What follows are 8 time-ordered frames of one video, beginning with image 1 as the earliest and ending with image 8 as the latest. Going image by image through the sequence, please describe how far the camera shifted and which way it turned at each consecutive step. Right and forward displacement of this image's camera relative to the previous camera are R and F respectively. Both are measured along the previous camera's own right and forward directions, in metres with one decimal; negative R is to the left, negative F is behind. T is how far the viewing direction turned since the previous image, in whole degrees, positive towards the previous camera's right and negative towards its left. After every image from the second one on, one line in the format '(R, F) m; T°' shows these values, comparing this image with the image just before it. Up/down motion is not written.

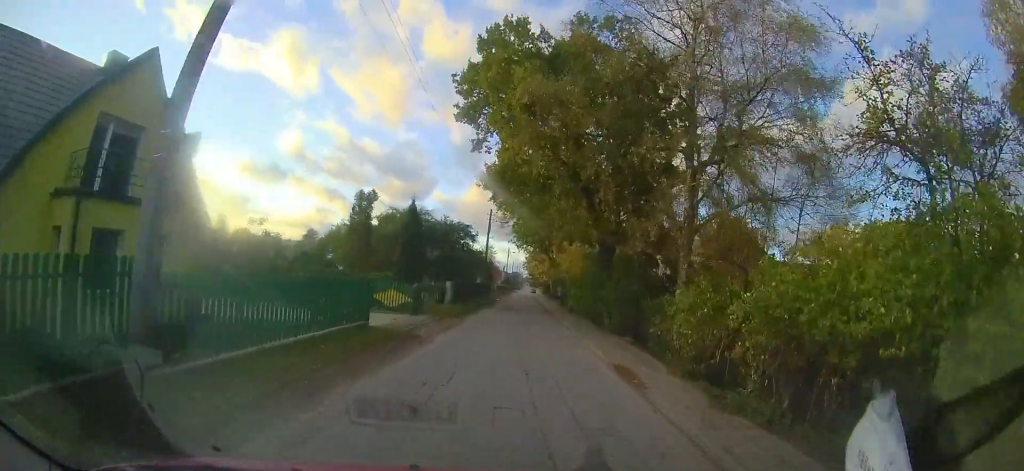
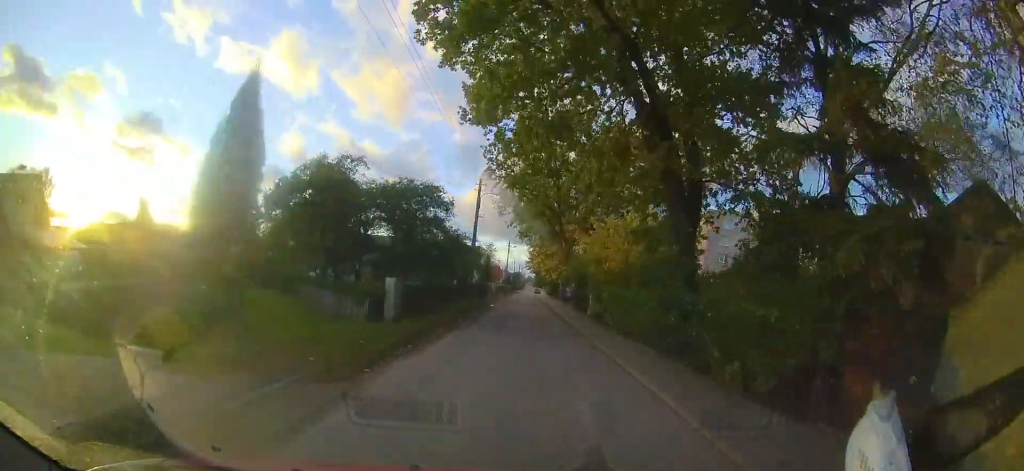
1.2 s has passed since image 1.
(+0.2, +9.1) m; +2°
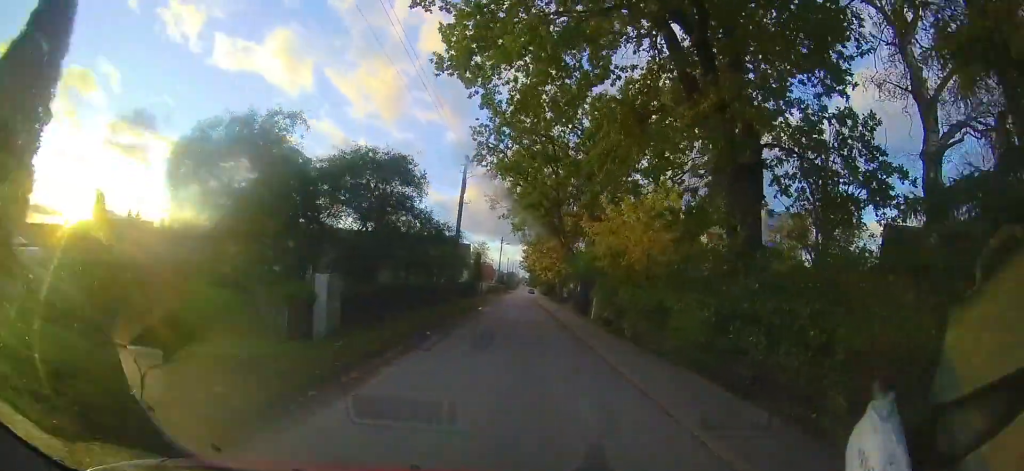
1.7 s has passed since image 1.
(0.0, +3.4) m; 0°
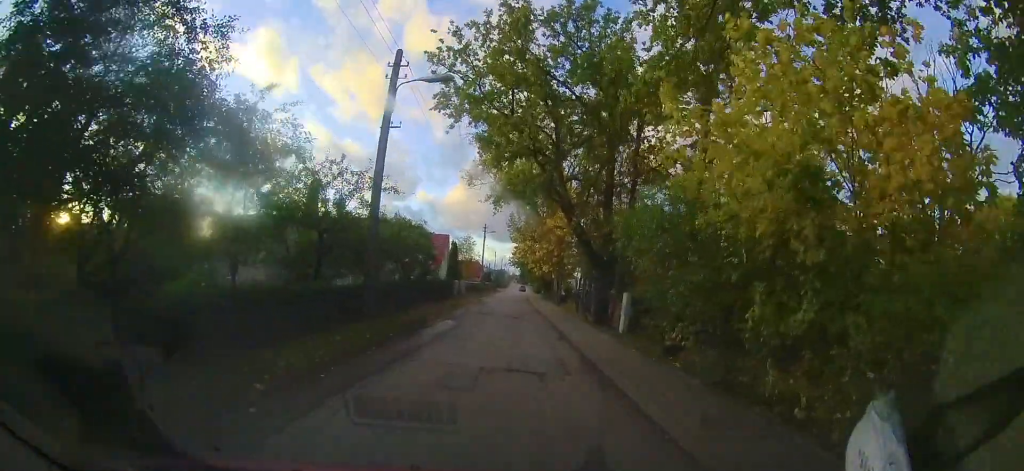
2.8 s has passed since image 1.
(-0.1, +9.0) m; -2°
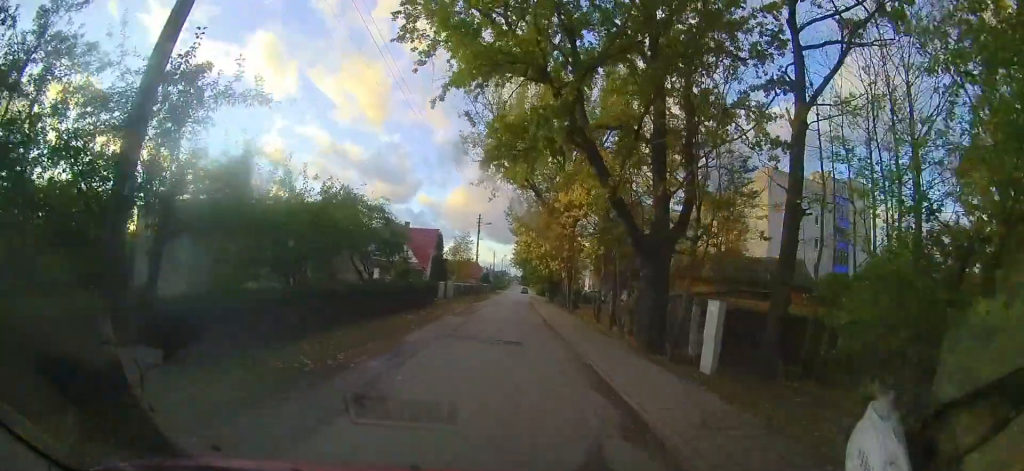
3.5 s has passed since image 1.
(-0.2, +6.7) m; -1°
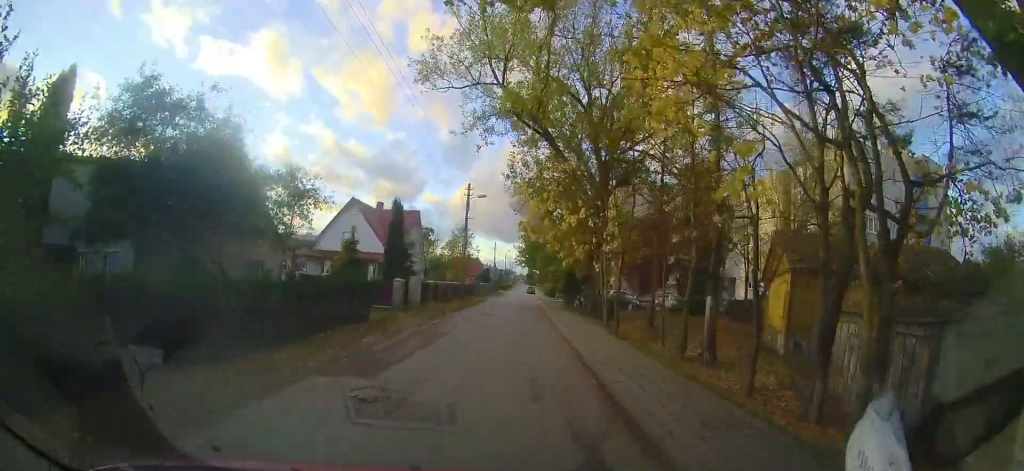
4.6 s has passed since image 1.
(0.0, +9.7) m; 0°
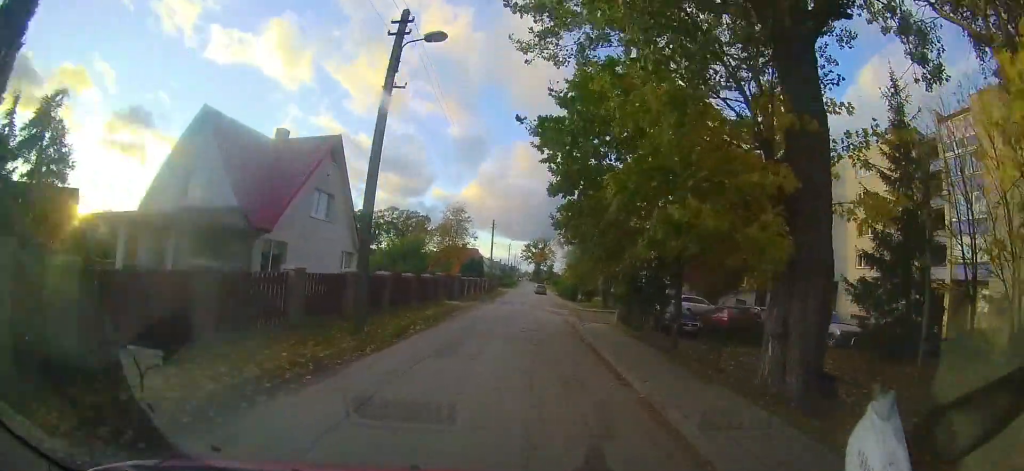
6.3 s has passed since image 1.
(+0.5, +15.2) m; +5°
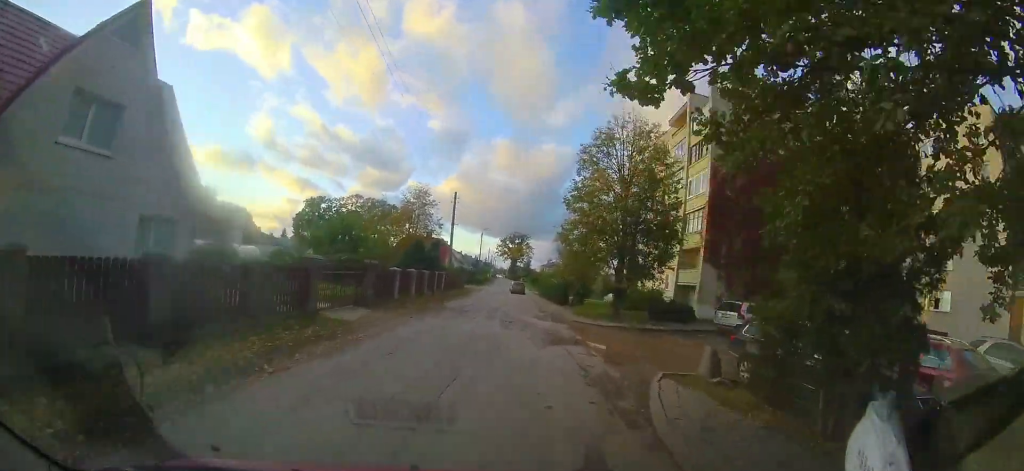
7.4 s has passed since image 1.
(+0.3, +9.6) m; +2°
